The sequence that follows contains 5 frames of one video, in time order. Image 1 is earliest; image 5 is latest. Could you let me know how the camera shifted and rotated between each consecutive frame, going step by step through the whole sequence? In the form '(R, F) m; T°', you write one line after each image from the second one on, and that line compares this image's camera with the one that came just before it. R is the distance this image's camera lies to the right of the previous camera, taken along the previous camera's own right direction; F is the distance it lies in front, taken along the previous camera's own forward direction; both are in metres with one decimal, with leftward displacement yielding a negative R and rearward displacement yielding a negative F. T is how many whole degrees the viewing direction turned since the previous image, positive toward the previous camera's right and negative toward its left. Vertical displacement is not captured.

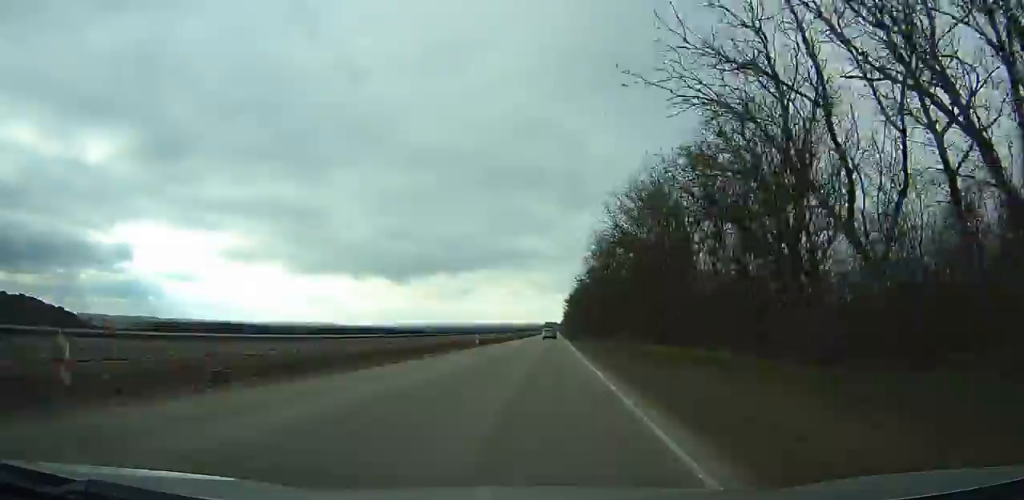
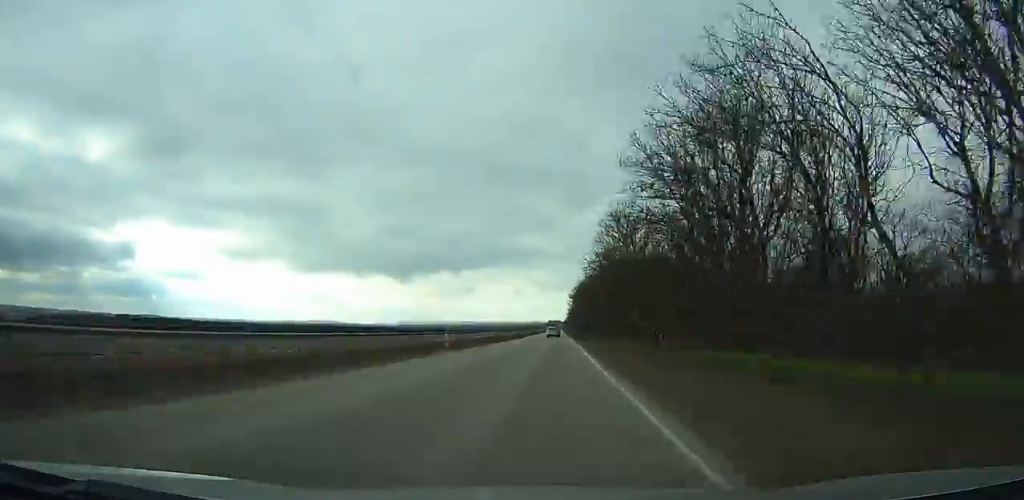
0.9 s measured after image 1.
(0.0, +16.6) m; 0°
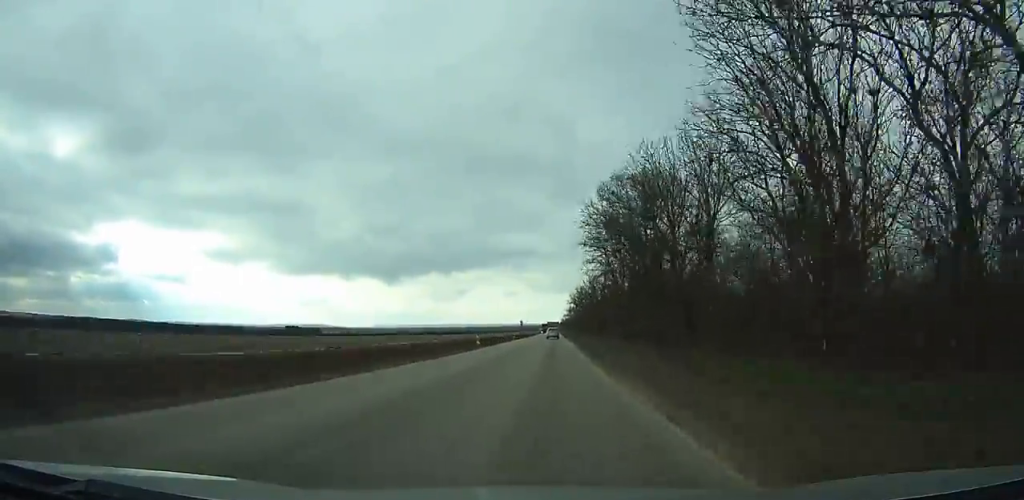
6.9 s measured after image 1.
(+0.8, +116.6) m; +1°
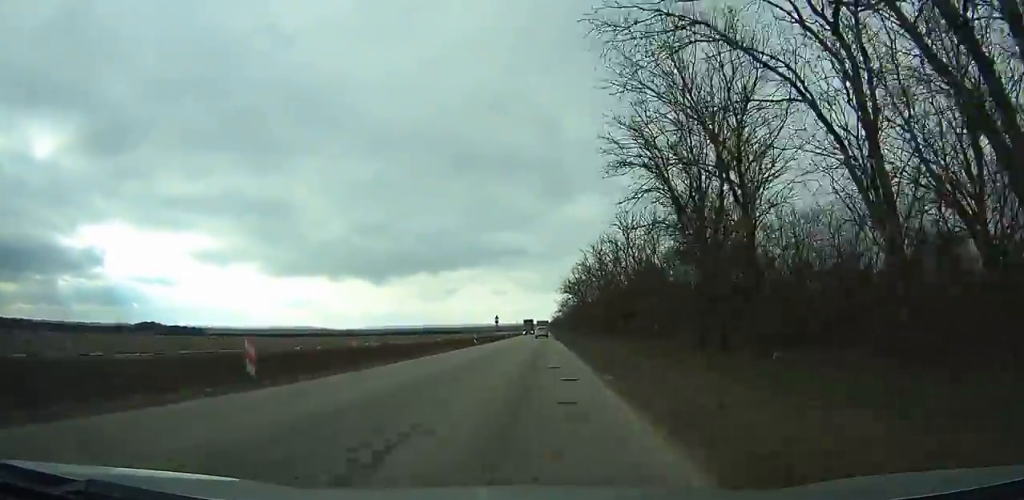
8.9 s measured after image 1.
(+0.3, +37.2) m; 0°
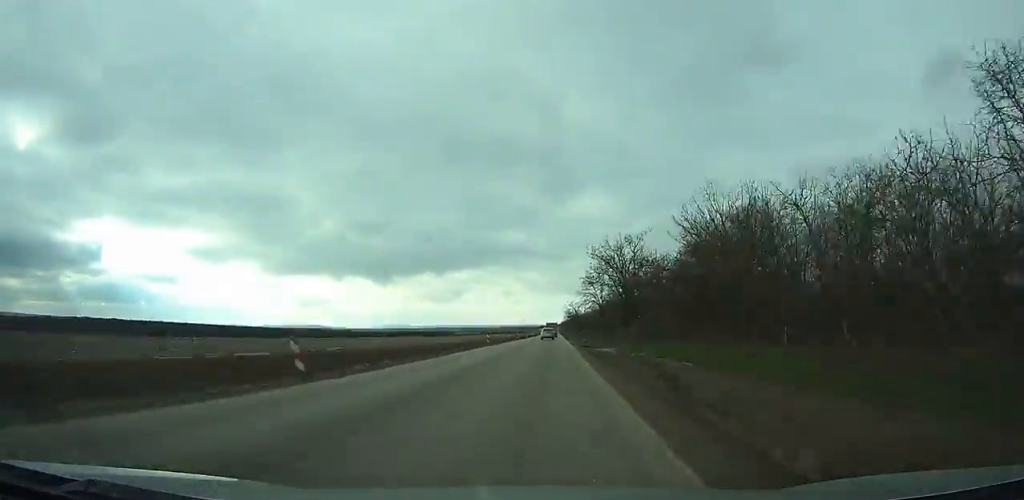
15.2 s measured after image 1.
(-0.4, +121.8) m; -1°
